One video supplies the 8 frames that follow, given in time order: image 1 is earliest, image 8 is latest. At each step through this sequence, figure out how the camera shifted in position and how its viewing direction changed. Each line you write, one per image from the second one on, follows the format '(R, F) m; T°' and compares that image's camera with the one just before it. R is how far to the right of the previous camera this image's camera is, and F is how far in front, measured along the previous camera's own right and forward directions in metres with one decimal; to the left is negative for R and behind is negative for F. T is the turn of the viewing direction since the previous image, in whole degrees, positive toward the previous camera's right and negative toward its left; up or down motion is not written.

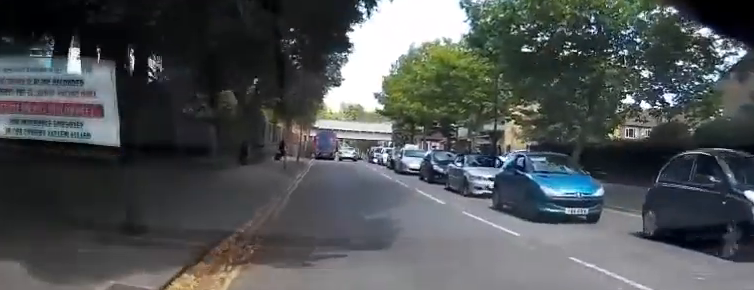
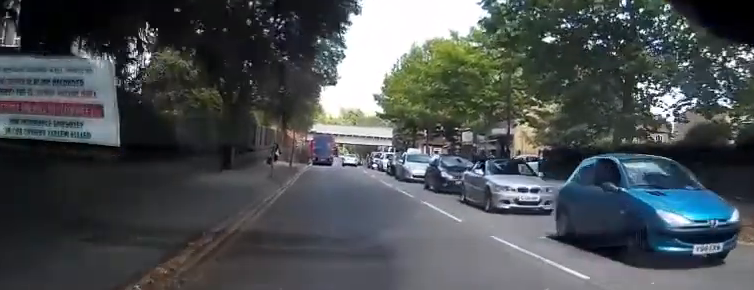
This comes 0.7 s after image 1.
(0.0, +3.7) m; 0°
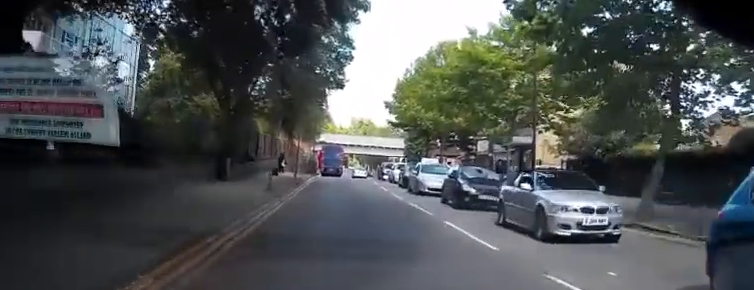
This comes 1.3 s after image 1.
(0.0, +2.8) m; 0°
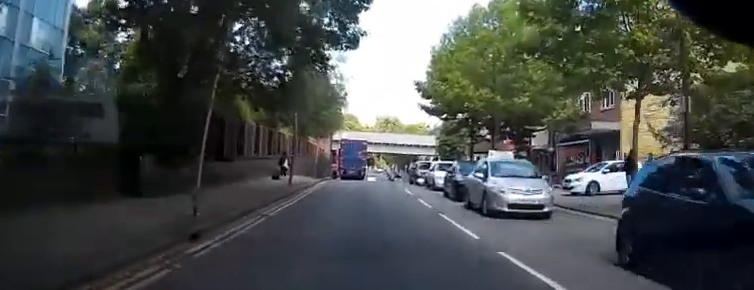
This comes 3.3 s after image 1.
(0.0, +12.0) m; +1°
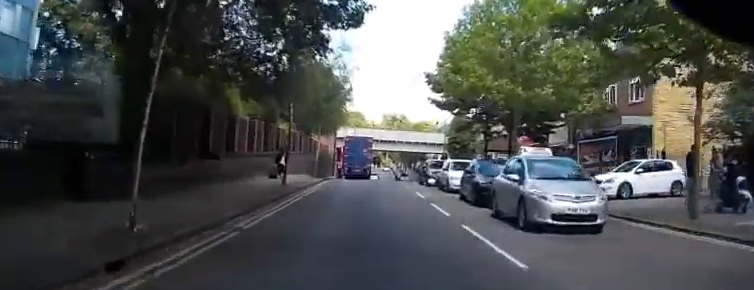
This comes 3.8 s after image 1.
(+0.1, +3.7) m; -1°
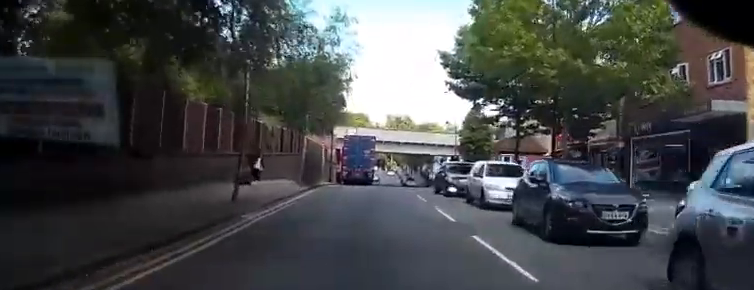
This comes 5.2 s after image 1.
(-0.3, +8.7) m; +3°
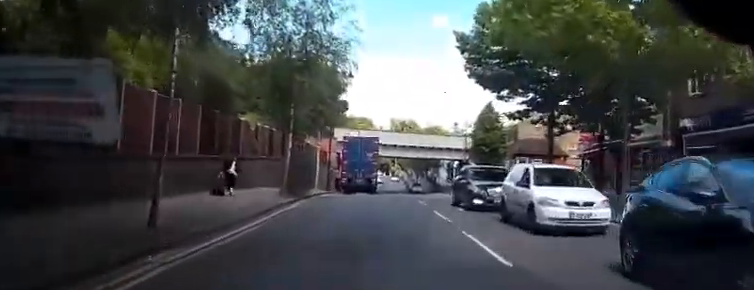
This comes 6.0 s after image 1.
(+0.5, +5.7) m; +5°
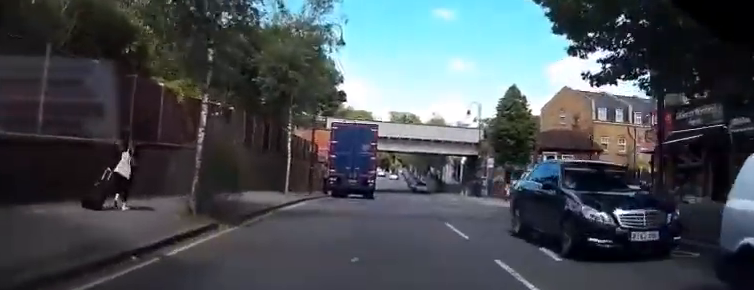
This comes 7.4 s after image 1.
(+0.3, +10.4) m; +4°
